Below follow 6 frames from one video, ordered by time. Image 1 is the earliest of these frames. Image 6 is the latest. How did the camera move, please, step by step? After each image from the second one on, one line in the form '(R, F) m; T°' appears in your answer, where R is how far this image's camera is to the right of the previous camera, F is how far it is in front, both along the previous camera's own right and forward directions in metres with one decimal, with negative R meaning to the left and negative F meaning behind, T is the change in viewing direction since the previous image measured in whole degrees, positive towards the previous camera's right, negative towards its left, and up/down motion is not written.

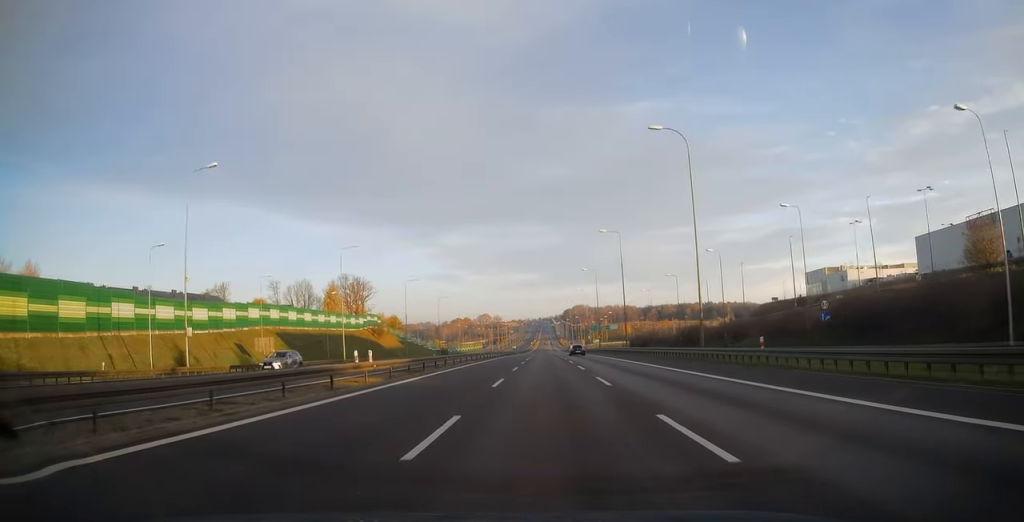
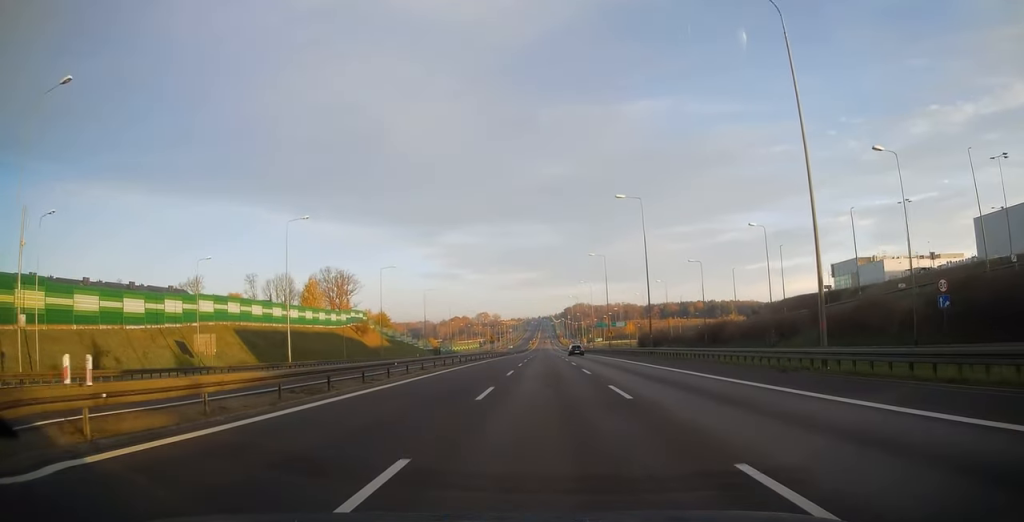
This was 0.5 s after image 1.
(-0.1, +16.2) m; 0°
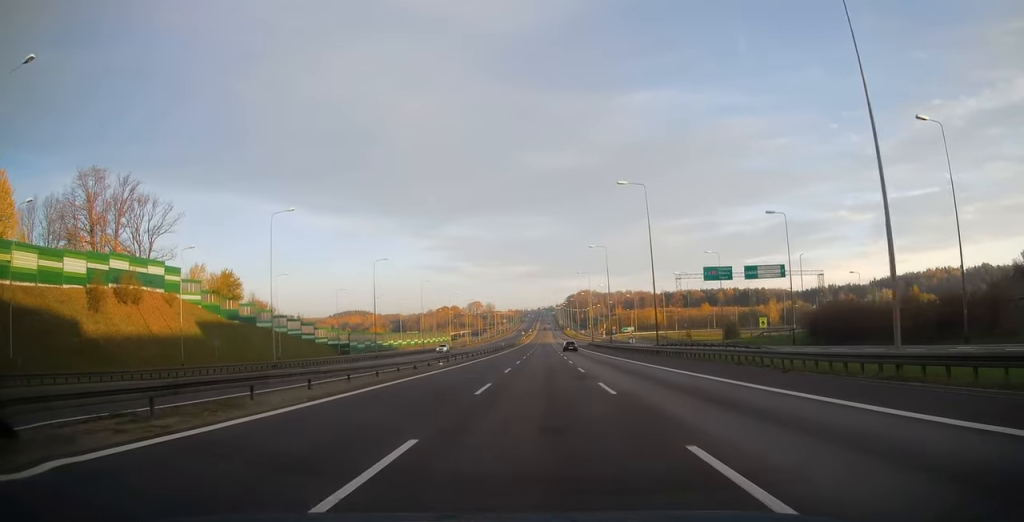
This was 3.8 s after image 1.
(+0.4, +105.7) m; 0°
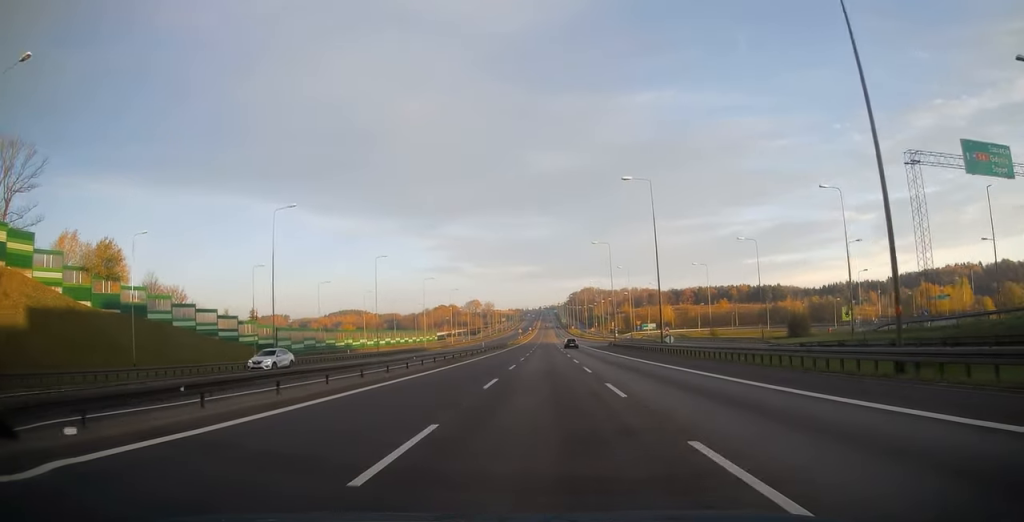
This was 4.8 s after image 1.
(-0.1, +34.6) m; 0°
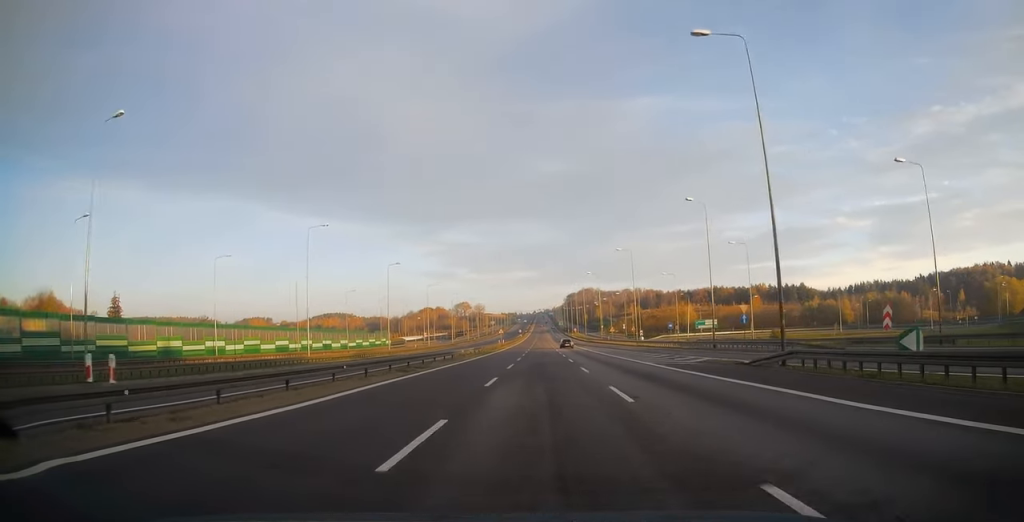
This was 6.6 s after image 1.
(+0.2, +59.2) m; +1°
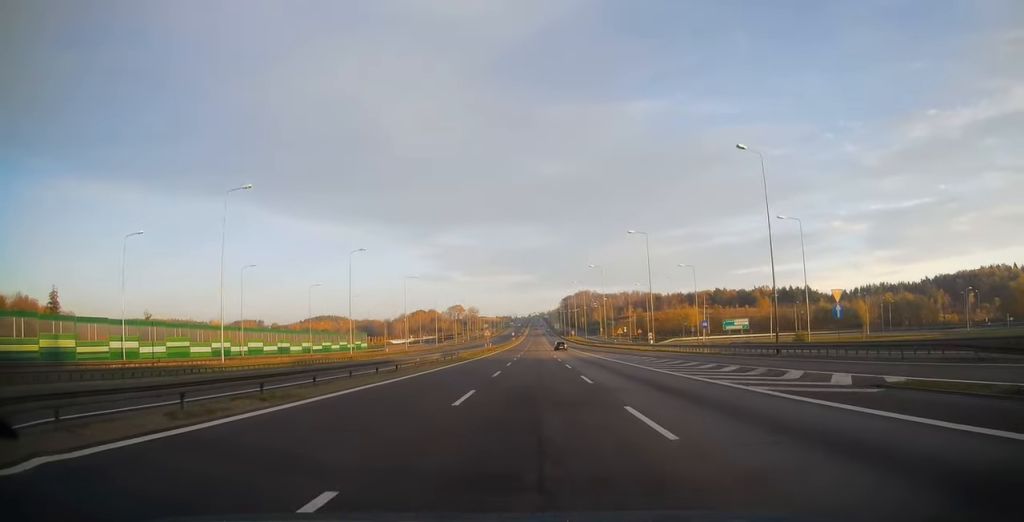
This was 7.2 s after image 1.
(0.0, +17.2) m; 0°
